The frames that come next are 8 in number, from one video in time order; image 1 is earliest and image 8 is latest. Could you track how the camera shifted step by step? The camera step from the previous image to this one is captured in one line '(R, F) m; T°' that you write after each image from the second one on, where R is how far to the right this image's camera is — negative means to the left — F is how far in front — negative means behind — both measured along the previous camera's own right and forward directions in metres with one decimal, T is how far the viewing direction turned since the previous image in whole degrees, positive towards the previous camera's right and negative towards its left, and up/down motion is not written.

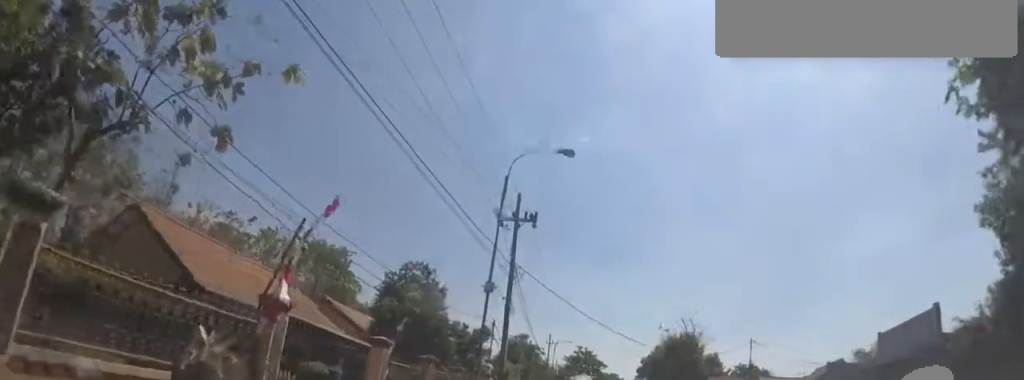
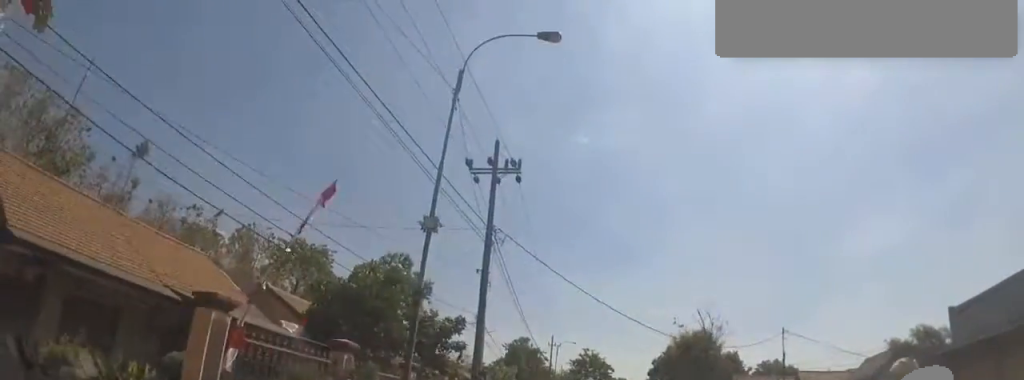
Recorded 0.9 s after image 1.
(0.0, +6.1) m; 0°
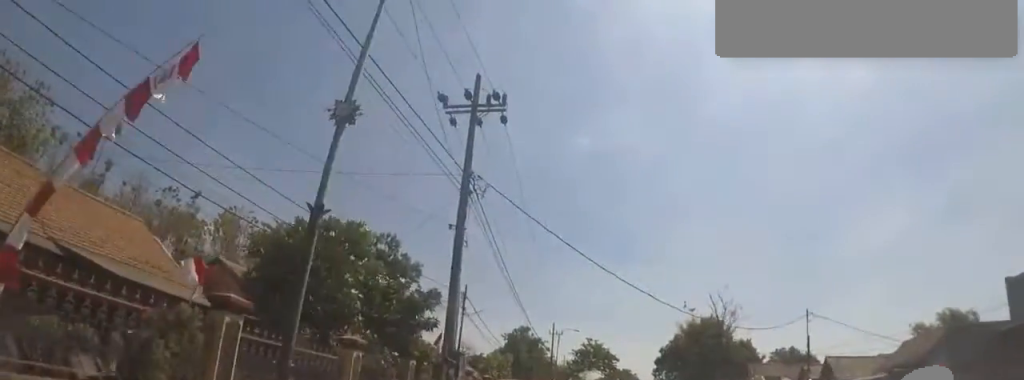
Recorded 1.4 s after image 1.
(0.0, +3.8) m; 0°
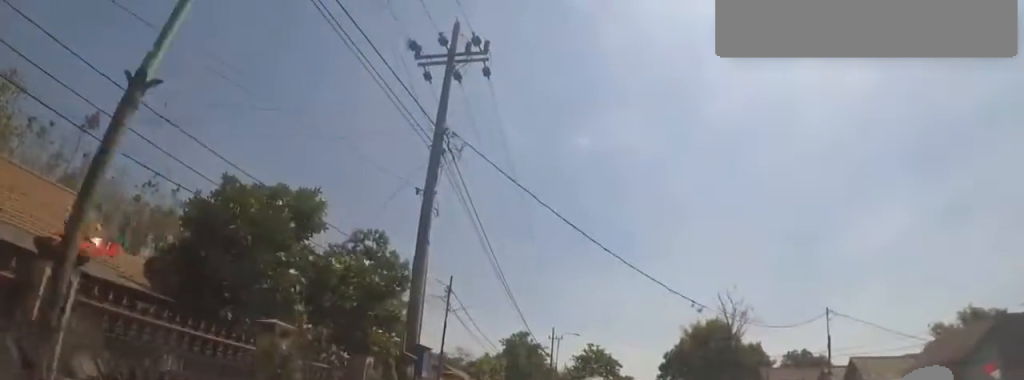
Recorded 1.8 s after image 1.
(0.0, +2.9) m; 0°
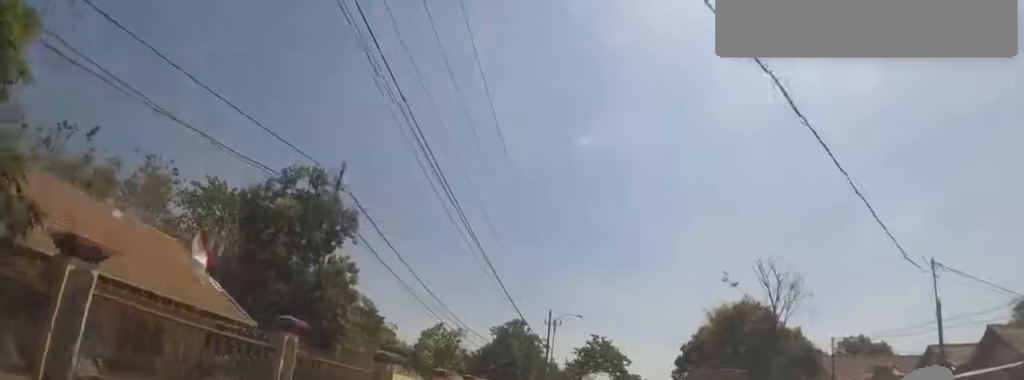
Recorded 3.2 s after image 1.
(0.0, +10.7) m; 0°
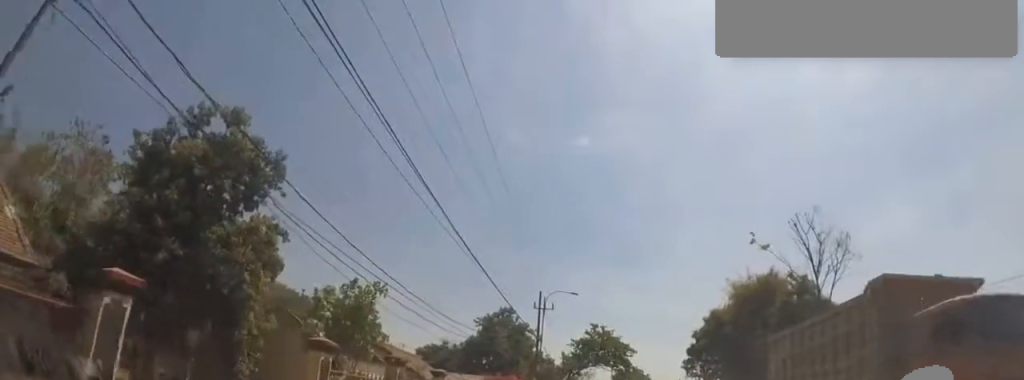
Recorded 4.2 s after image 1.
(0.0, +7.7) m; 0°
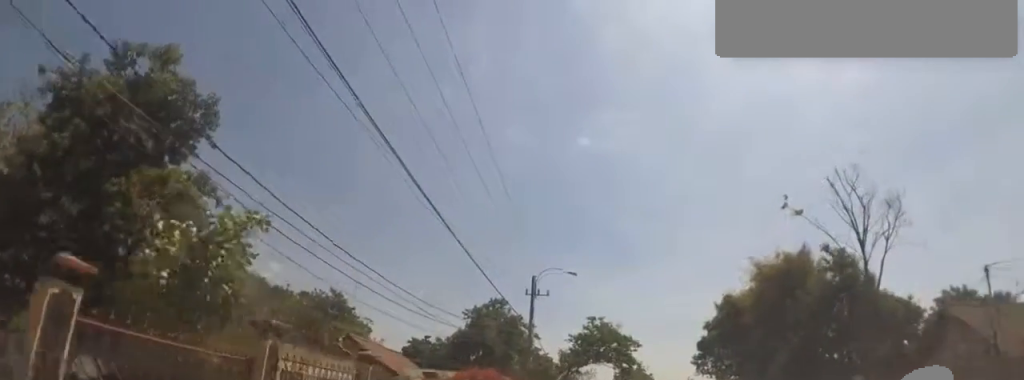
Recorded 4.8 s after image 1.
(0.0, +5.6) m; -4°
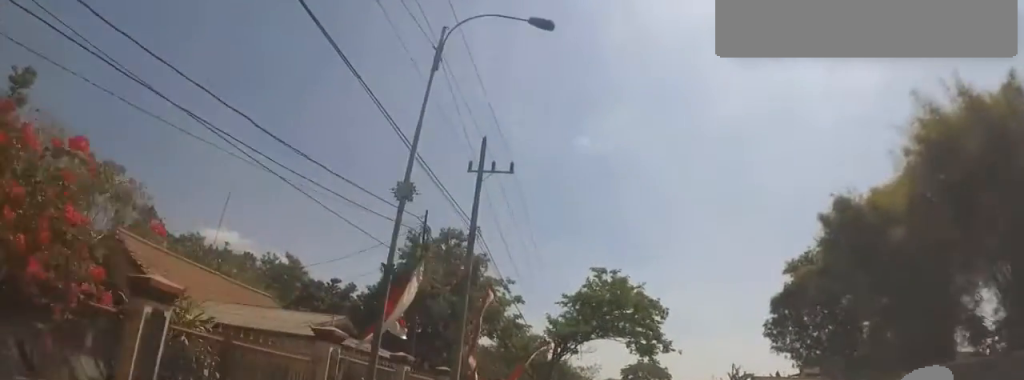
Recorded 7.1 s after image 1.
(-1.5, +19.8) m; +1°
